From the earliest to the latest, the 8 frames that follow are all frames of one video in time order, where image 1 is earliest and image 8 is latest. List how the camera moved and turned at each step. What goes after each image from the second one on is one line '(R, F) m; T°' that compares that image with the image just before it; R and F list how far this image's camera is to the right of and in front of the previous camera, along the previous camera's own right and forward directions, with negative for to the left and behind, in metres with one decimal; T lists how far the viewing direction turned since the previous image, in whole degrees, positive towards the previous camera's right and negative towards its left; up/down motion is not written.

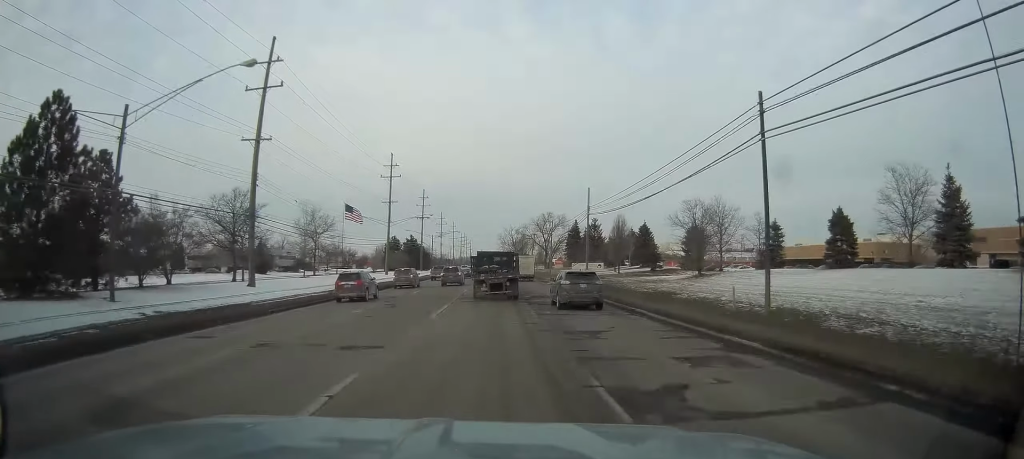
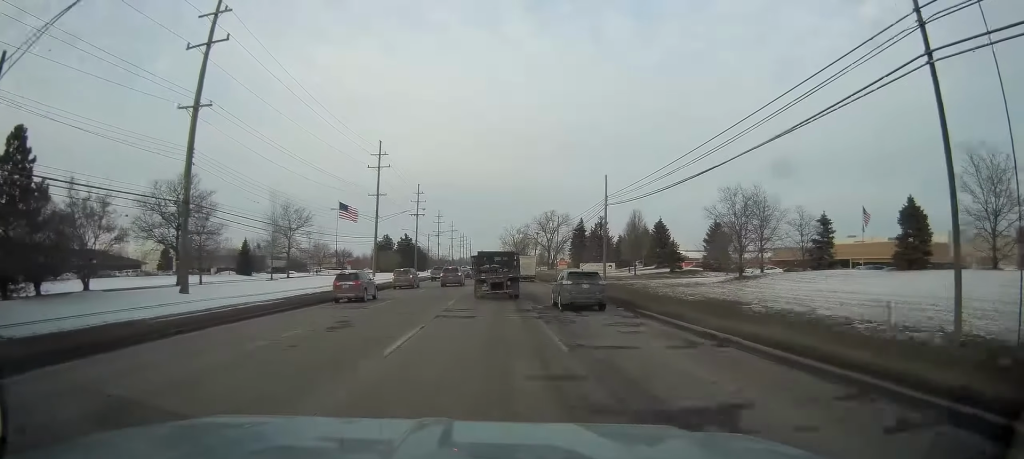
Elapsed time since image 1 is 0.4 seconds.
(0.0, +10.3) m; 0°
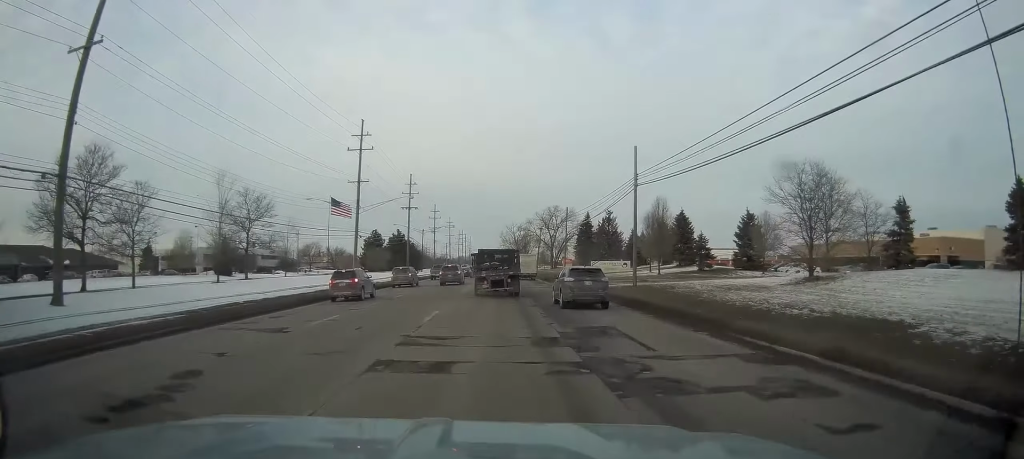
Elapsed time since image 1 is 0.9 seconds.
(+0.1, +12.0) m; 0°
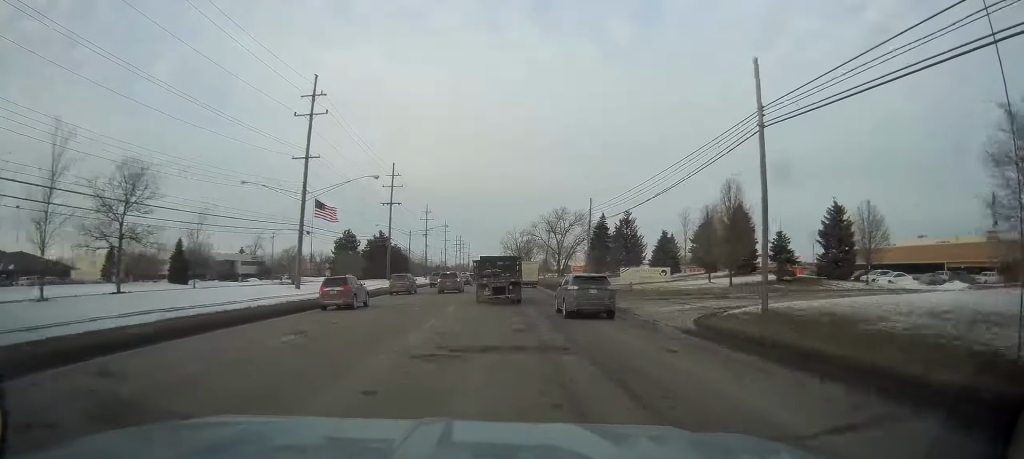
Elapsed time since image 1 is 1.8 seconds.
(+0.2, +20.9) m; 0°
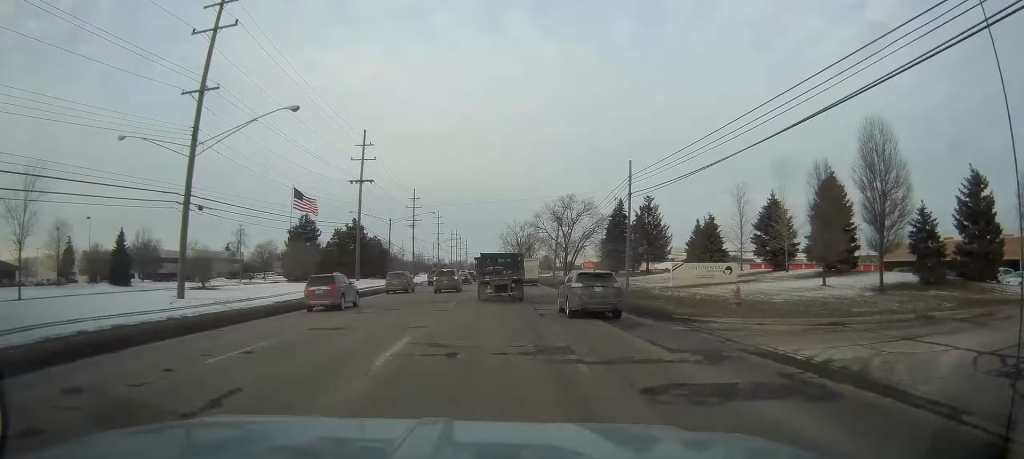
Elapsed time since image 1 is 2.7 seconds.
(-0.1, +17.3) m; -1°
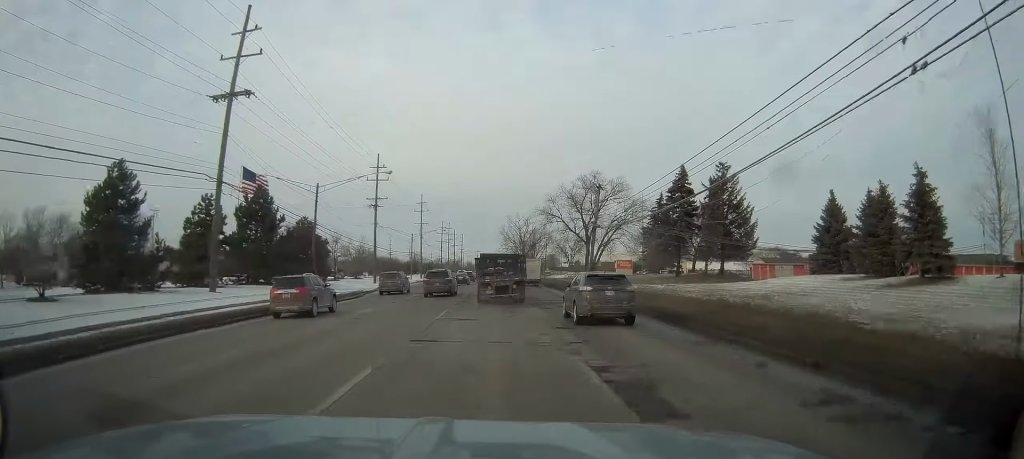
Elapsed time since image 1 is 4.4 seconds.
(-0.3, +30.9) m; -1°
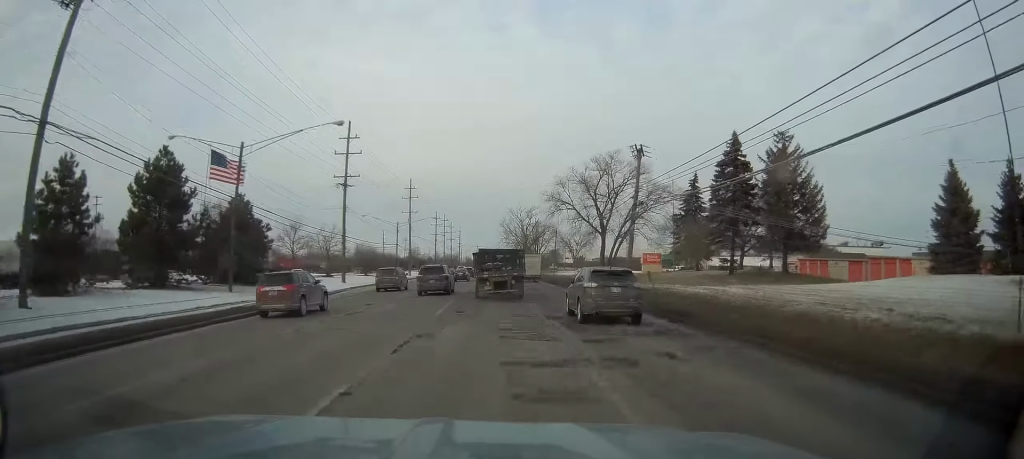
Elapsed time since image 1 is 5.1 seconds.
(0.0, +14.8) m; +1°
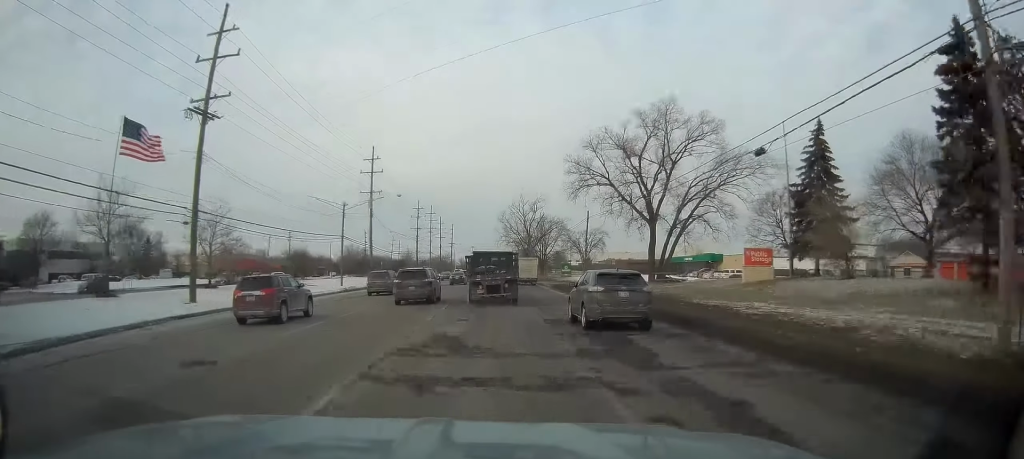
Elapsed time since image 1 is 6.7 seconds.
(+0.8, +30.6) m; +1°
